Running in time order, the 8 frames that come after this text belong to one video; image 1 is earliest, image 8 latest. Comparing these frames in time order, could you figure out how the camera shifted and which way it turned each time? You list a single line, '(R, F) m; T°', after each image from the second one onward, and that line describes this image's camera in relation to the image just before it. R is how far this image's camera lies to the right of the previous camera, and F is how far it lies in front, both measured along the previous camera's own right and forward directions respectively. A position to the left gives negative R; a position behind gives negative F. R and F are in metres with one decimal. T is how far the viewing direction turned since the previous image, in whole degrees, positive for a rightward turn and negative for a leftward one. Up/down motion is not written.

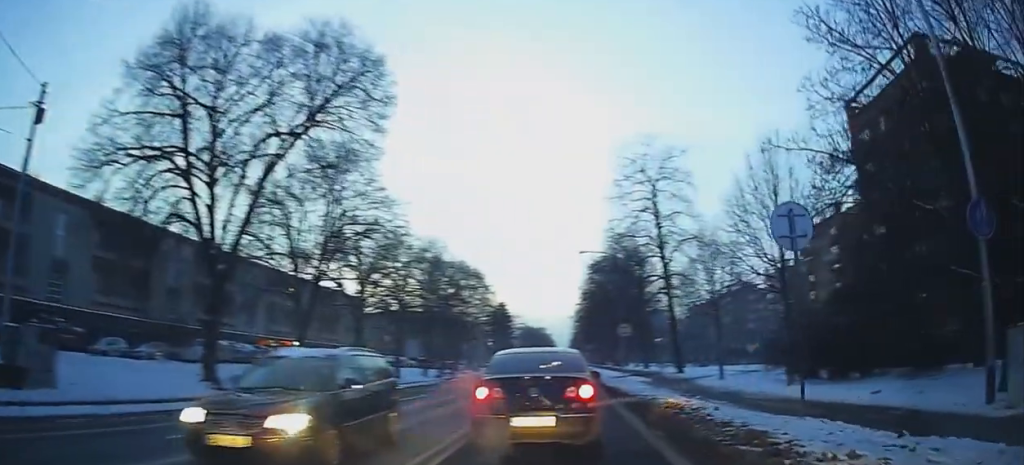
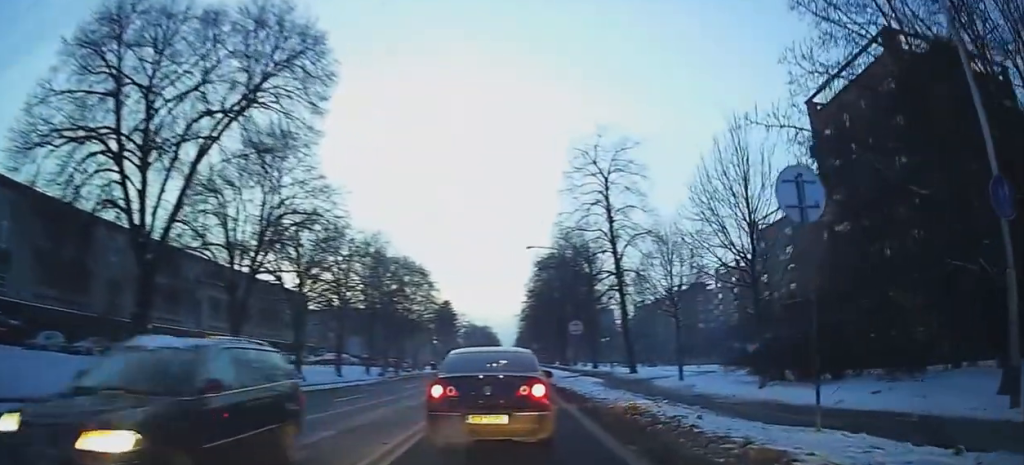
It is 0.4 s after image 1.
(+0.4, +1.8) m; +8°
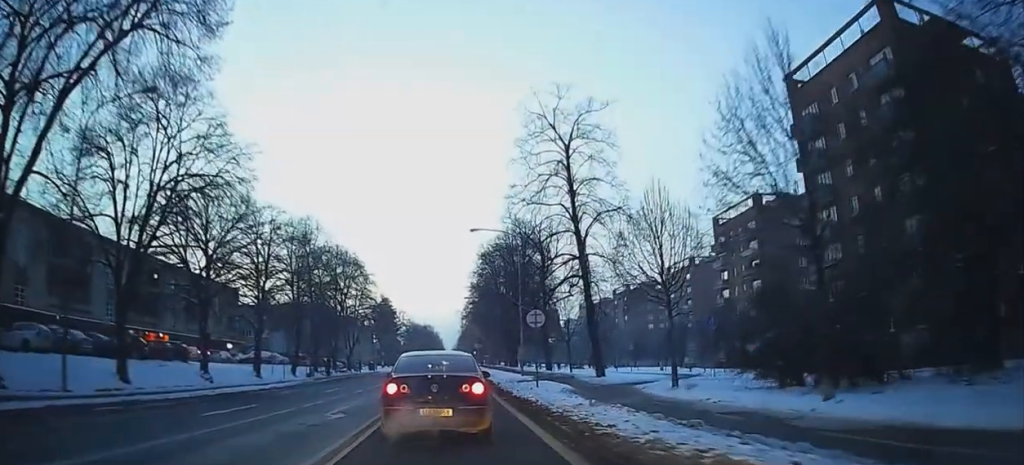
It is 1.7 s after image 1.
(+0.7, +6.6) m; +6°
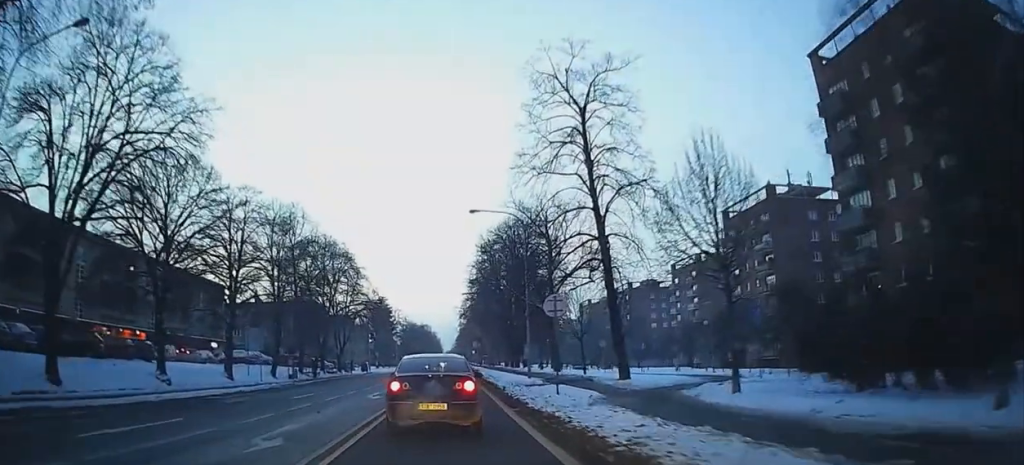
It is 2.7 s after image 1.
(0.0, +5.0) m; 0°
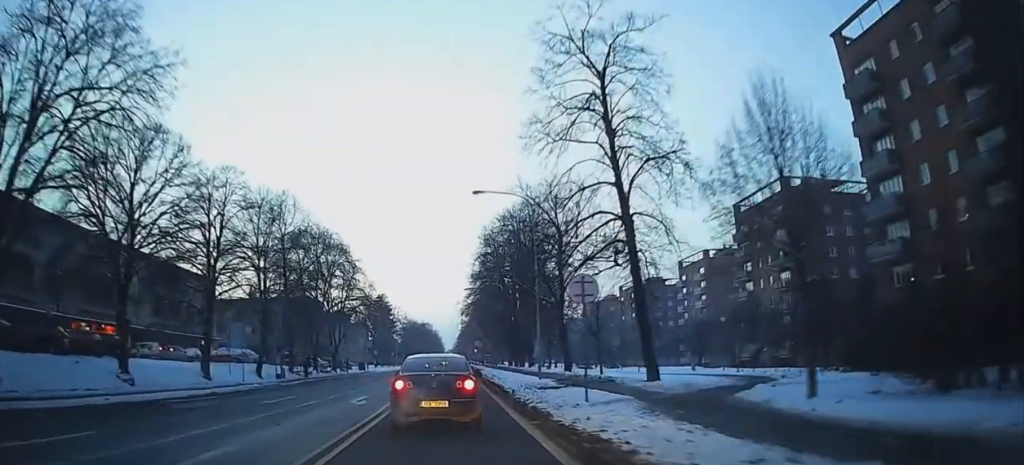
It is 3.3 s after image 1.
(0.0, +3.9) m; 0°
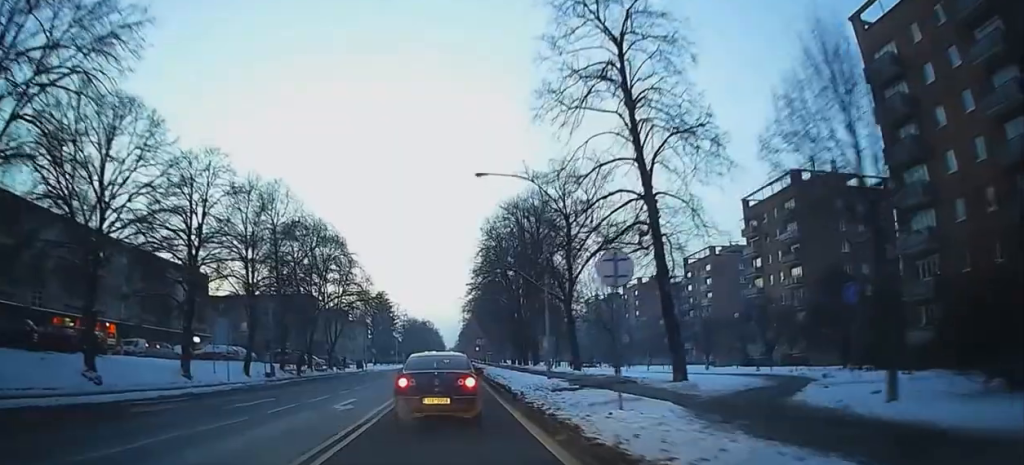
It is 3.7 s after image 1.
(0.0, +2.7) m; 0°
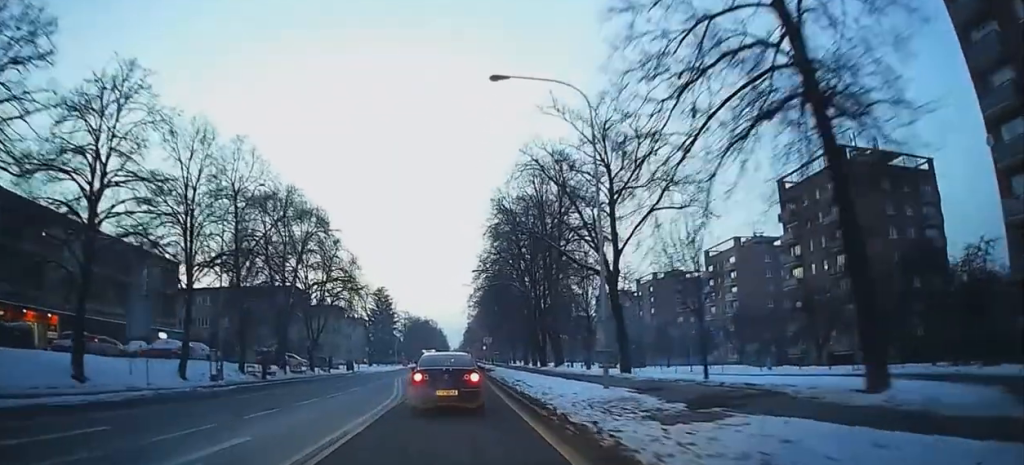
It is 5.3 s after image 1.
(0.0, +11.4) m; 0°
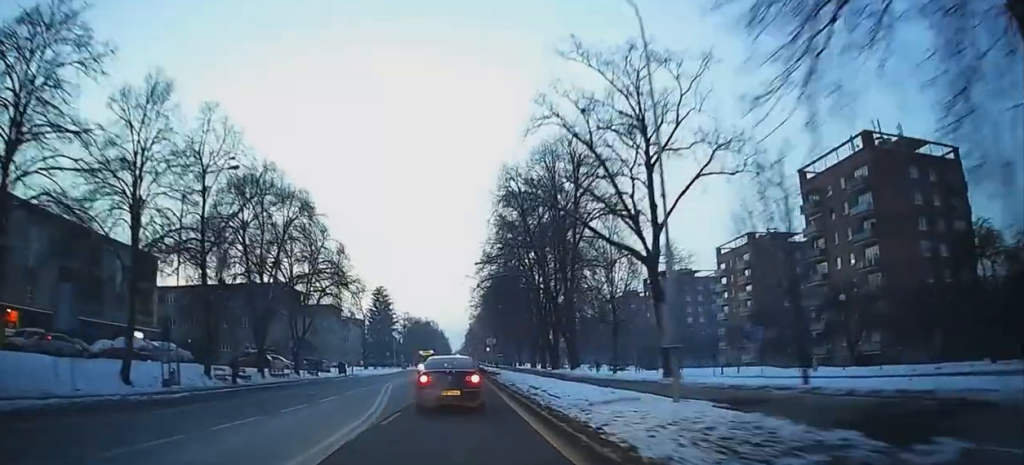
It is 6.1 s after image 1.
(0.0, +6.3) m; 0°
